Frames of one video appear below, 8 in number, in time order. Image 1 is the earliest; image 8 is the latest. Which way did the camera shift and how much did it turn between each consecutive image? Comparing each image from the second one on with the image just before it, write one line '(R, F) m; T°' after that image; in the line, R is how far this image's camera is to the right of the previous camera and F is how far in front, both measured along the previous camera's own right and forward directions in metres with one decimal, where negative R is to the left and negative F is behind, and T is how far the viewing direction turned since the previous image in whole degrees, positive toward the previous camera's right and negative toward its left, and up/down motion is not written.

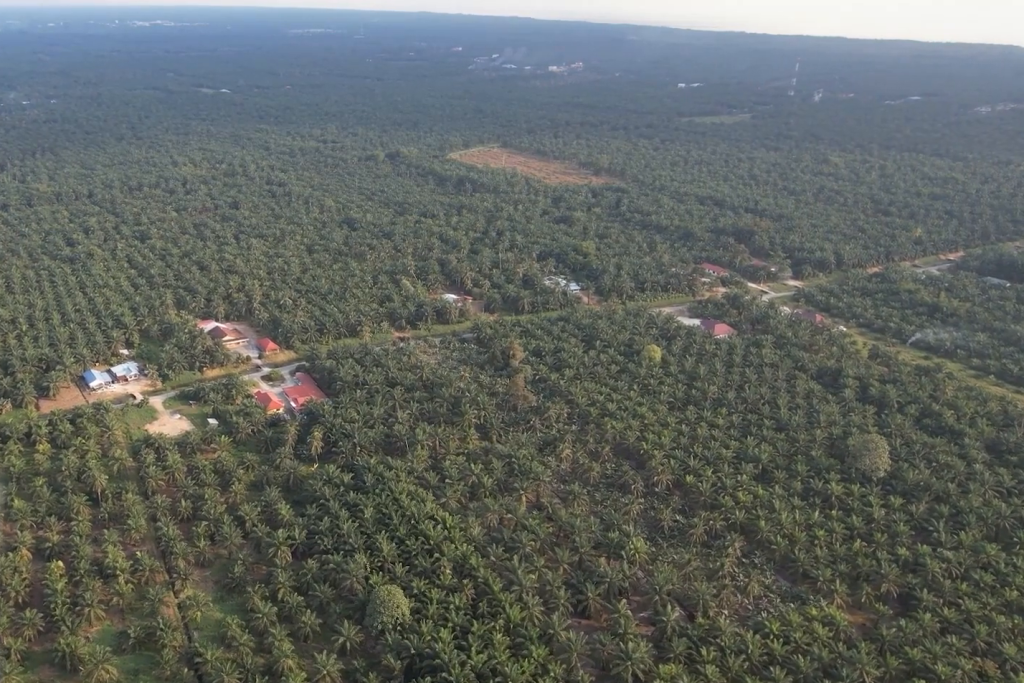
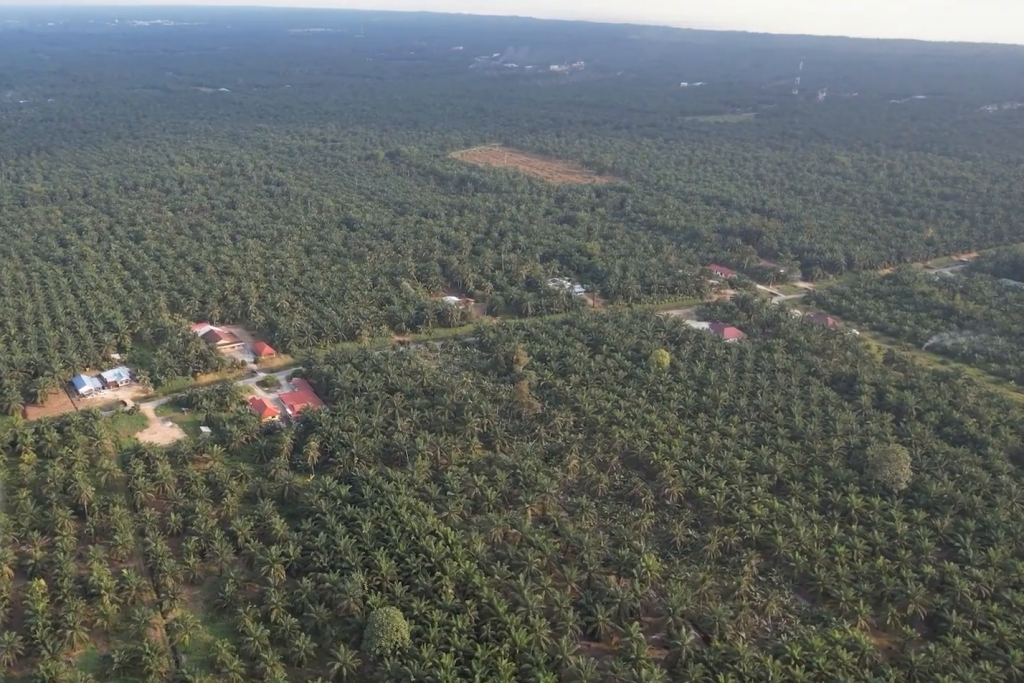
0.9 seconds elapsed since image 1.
(0.0, +13.1) m; 0°
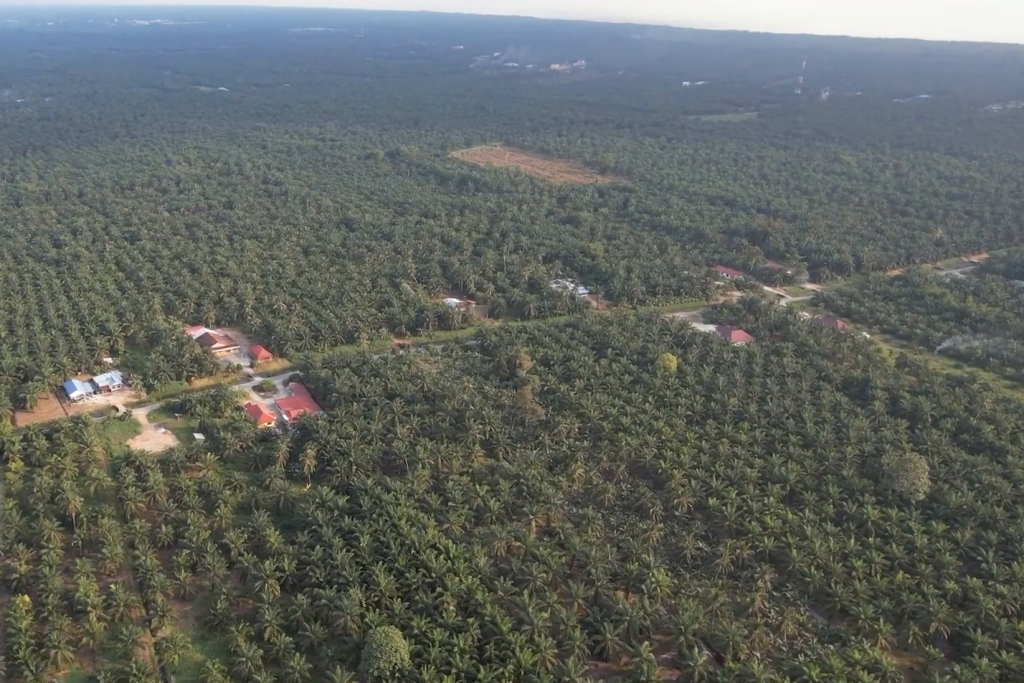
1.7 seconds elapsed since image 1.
(0.0, +10.7) m; 0°
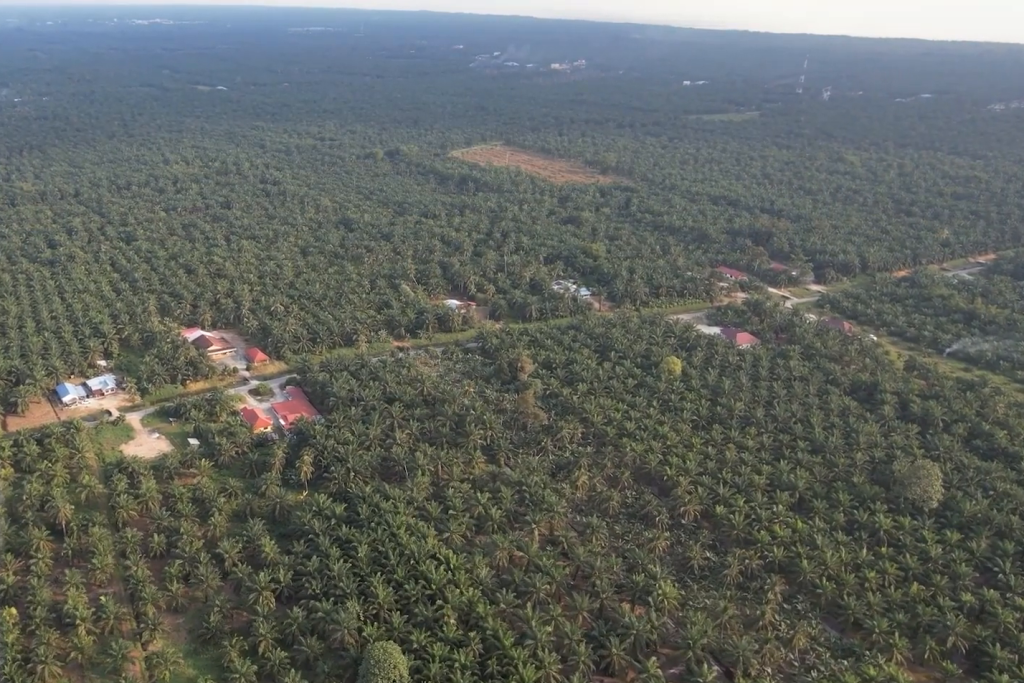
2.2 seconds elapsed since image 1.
(0.0, +7.8) m; 0°
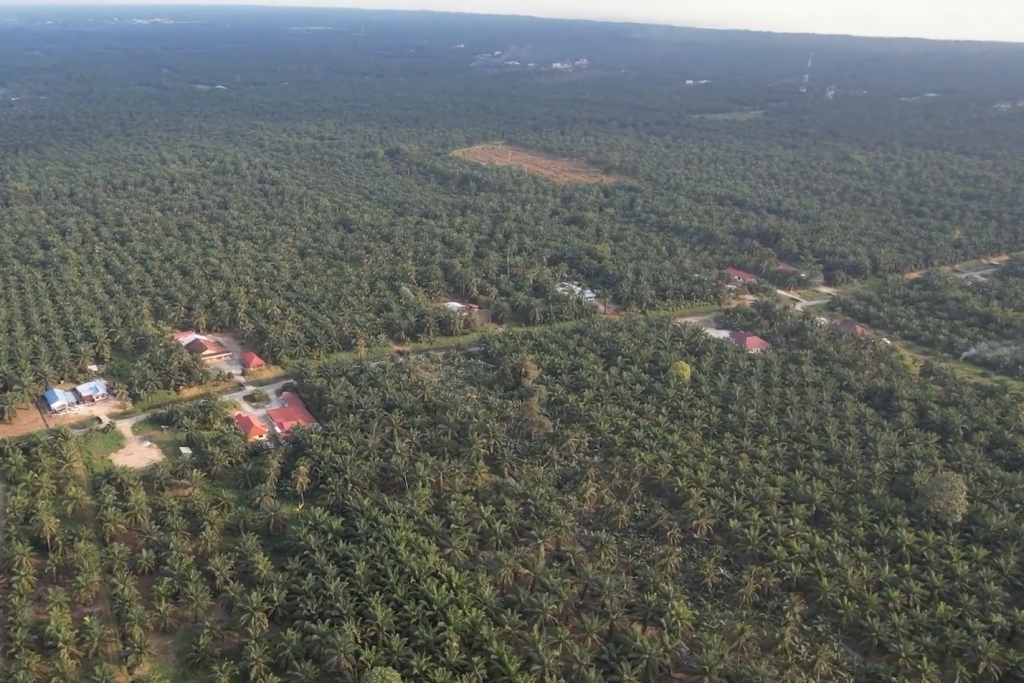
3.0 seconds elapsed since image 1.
(0.0, +11.9) m; 0°
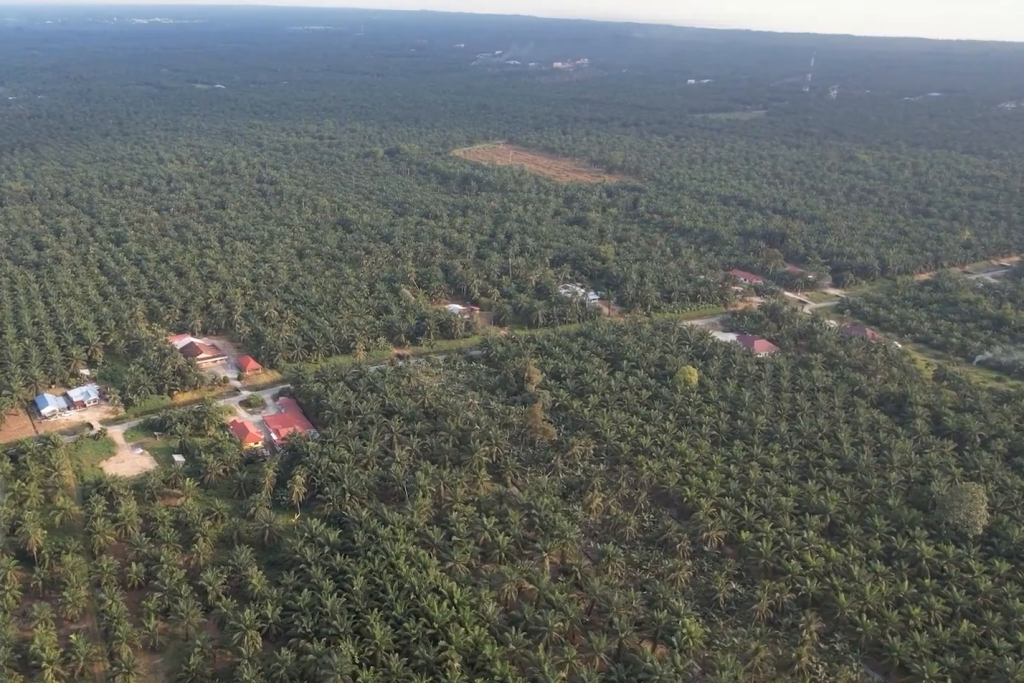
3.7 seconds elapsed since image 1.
(0.0, +9.6) m; 0°
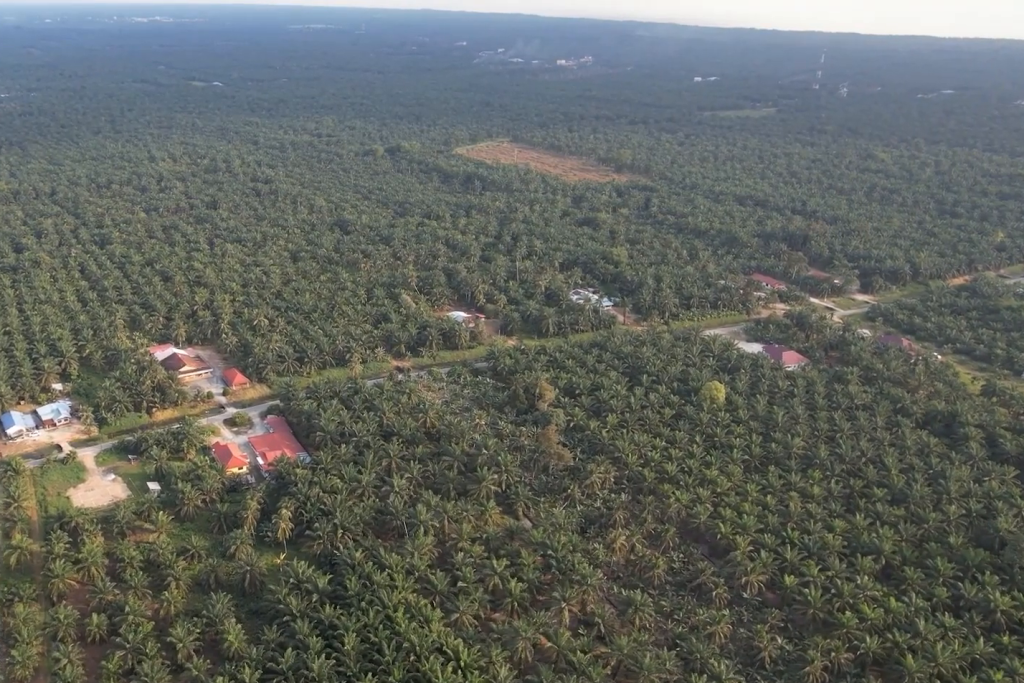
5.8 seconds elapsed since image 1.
(0.0, +30.5) m; 0°
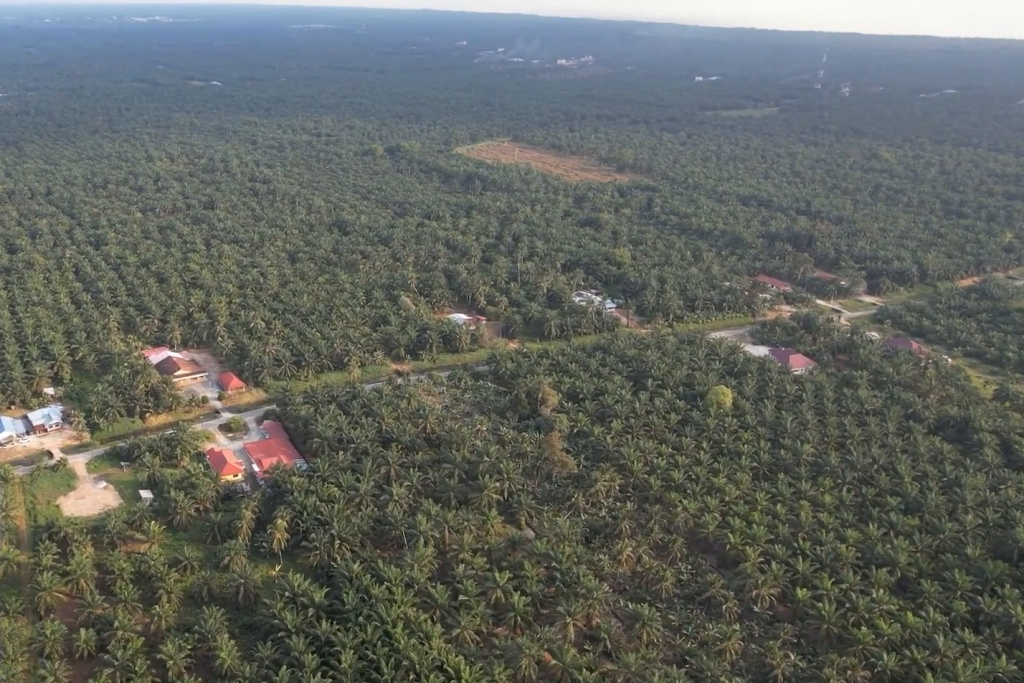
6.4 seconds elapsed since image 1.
(0.0, +7.8) m; 0°
